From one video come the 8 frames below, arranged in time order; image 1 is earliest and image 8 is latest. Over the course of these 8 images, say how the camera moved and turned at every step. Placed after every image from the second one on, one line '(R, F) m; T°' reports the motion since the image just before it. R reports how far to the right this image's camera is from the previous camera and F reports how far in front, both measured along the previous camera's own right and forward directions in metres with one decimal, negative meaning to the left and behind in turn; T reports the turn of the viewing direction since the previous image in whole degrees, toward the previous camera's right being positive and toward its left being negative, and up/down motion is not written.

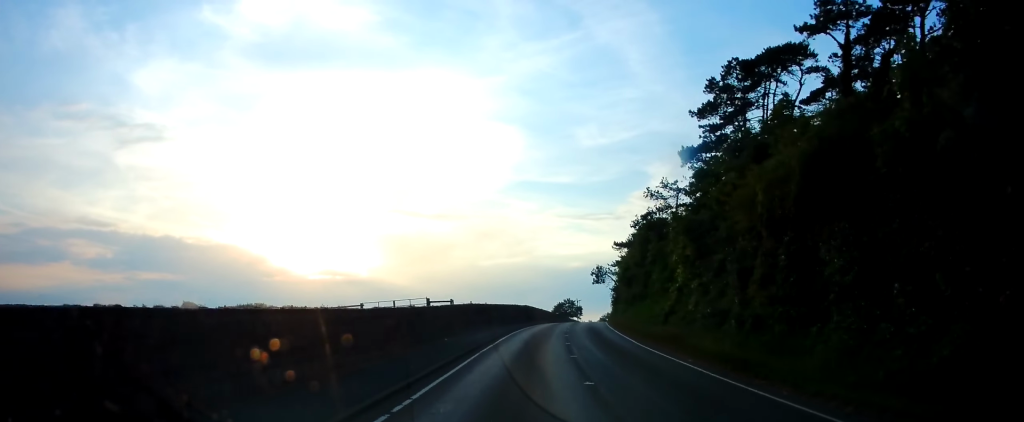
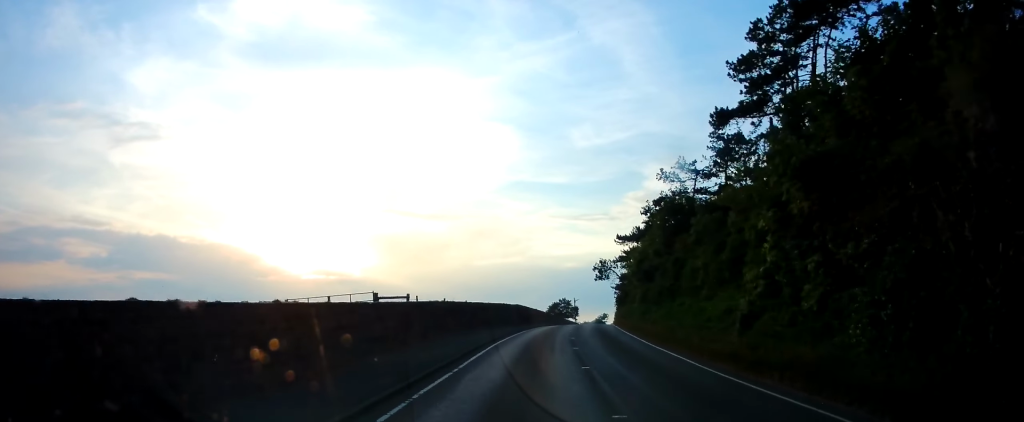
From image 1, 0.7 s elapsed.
(+0.3, +9.2) m; +1°
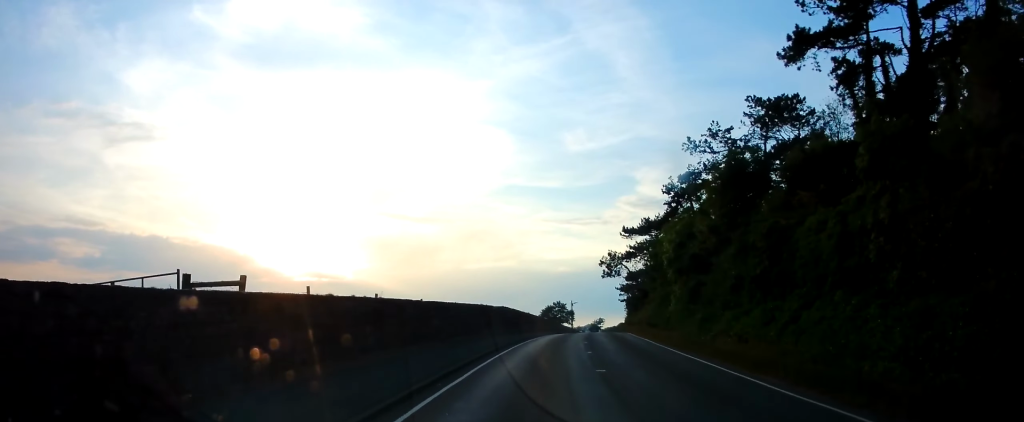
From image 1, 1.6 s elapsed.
(+0.1, +11.9) m; -1°
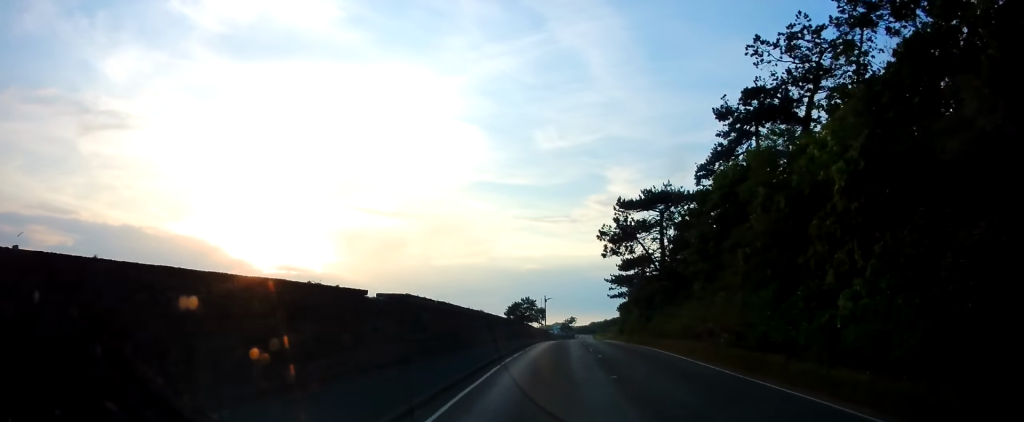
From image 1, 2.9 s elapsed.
(-0.3, +17.7) m; +3°
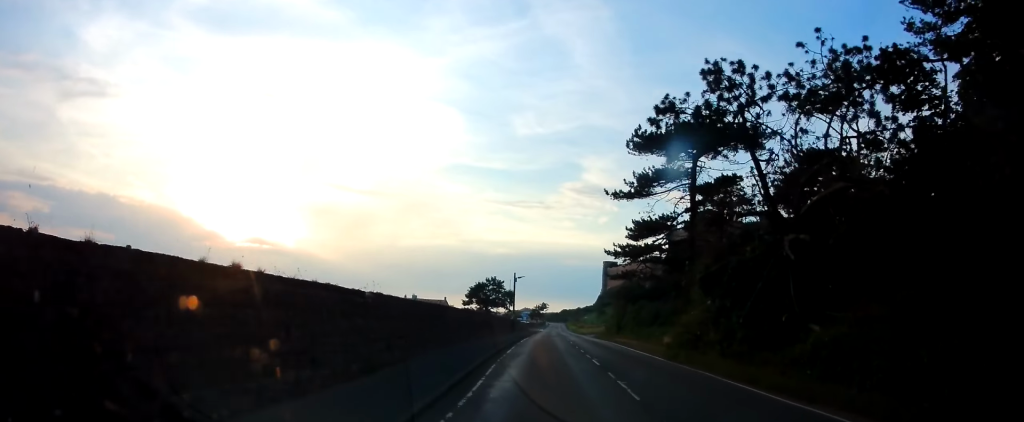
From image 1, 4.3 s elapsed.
(+1.3, +19.0) m; +4°
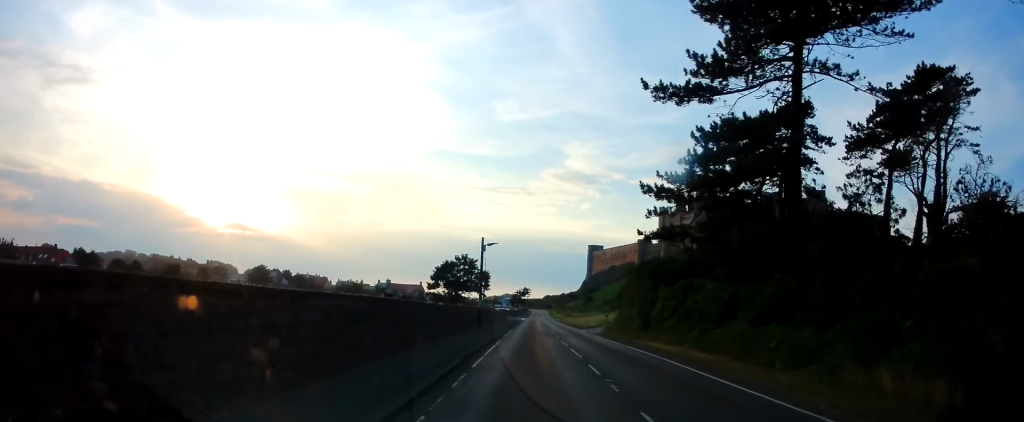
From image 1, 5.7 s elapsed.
(+0.1, +18.1) m; +2°
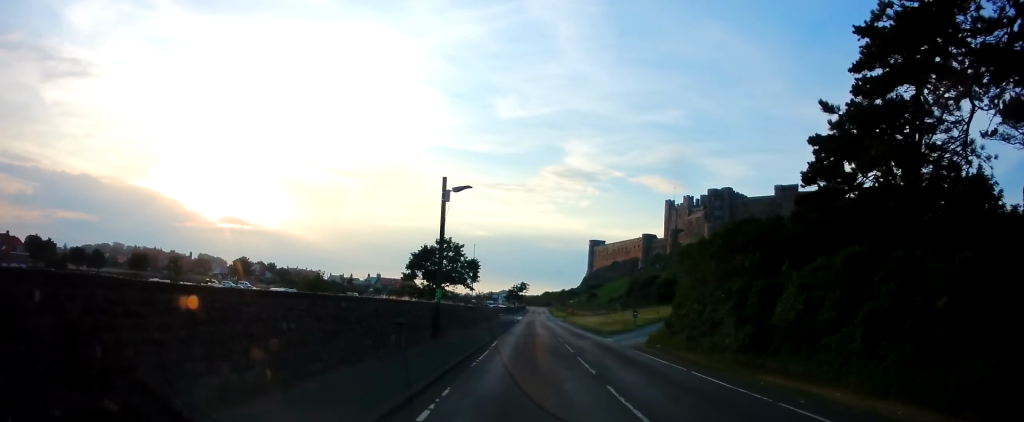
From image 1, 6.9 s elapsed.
(+0.1, +15.7) m; 0°
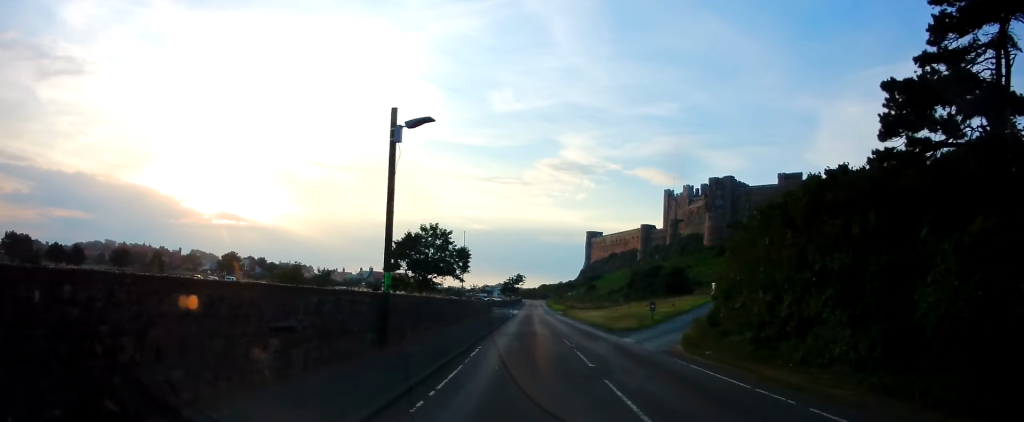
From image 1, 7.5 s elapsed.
(0.0, +6.5) m; +1°
